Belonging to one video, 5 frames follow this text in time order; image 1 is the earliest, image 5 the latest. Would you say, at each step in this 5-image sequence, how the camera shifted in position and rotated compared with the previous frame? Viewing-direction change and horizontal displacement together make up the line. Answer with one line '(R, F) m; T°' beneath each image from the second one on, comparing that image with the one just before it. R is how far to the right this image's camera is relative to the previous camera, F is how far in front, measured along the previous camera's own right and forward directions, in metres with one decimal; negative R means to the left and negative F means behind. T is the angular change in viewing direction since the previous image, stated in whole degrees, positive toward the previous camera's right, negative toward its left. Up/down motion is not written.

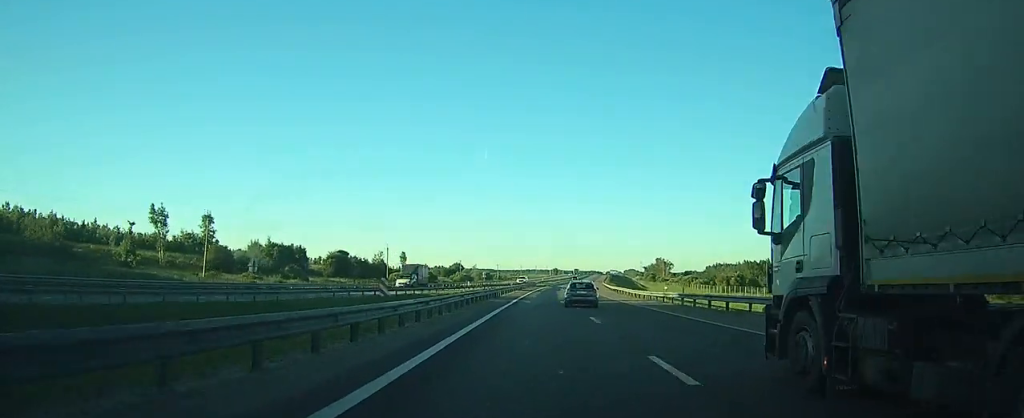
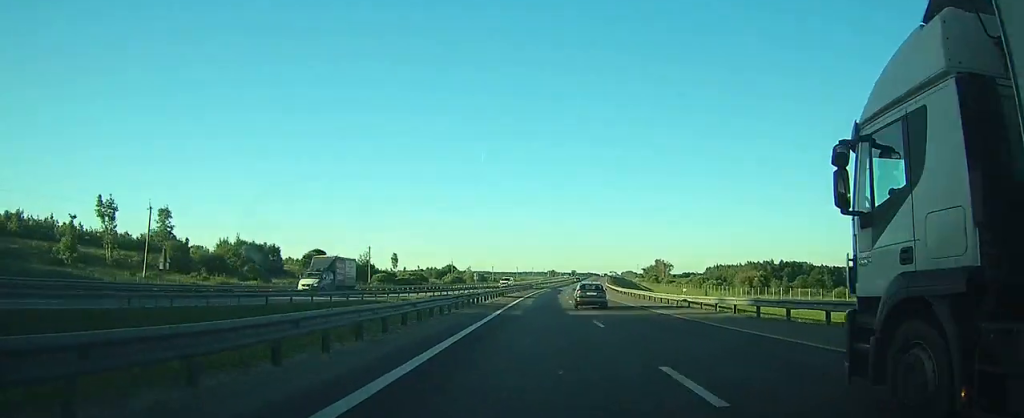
(-0.1, +13.2) m; 0°
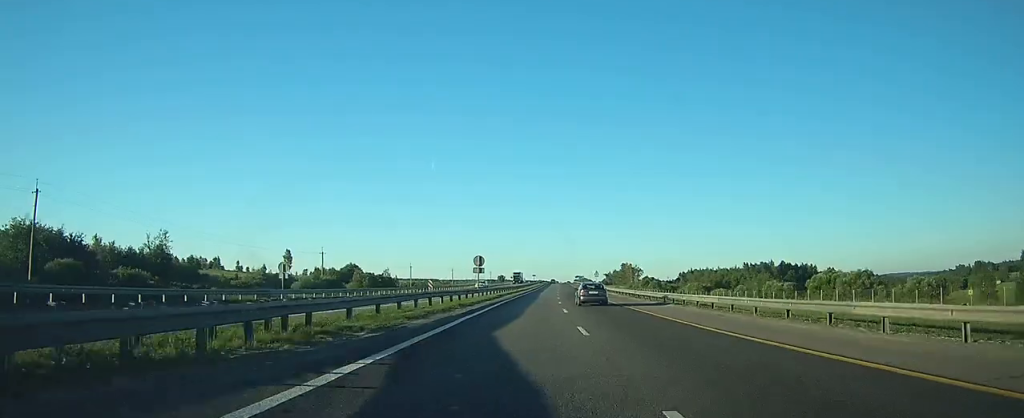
(+1.4, +87.5) m; +3°
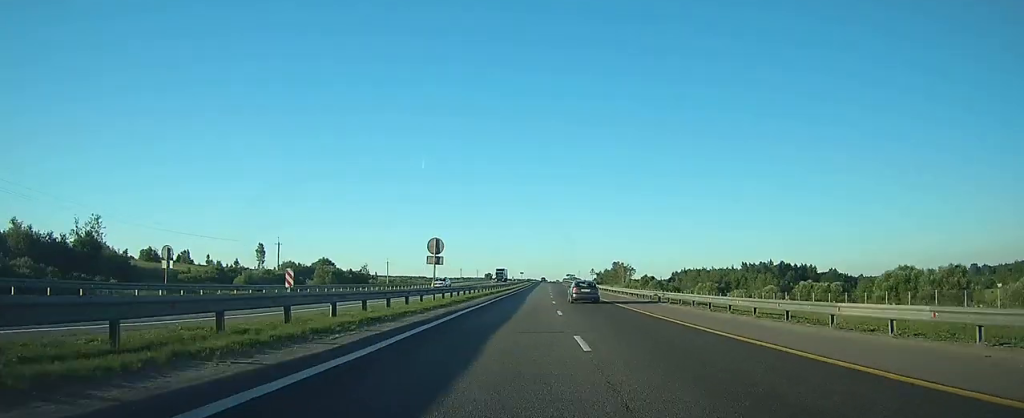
(+0.2, +15.9) m; +1°
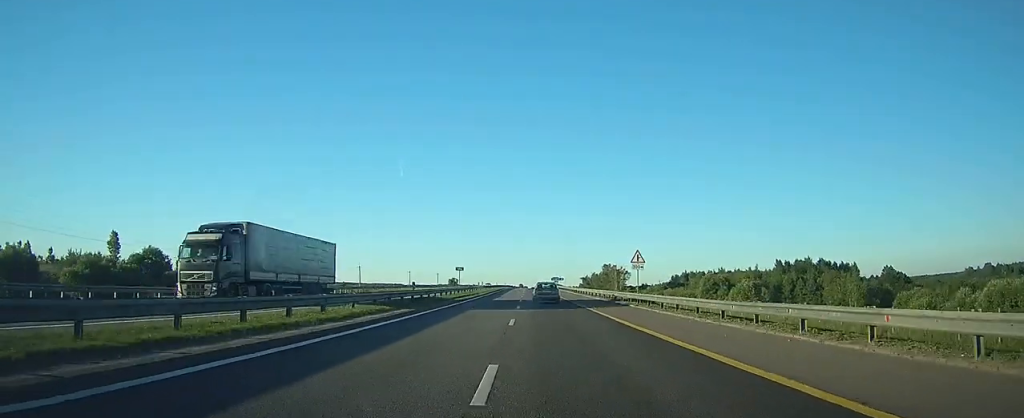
(+3.3, +77.5) m; +4°
